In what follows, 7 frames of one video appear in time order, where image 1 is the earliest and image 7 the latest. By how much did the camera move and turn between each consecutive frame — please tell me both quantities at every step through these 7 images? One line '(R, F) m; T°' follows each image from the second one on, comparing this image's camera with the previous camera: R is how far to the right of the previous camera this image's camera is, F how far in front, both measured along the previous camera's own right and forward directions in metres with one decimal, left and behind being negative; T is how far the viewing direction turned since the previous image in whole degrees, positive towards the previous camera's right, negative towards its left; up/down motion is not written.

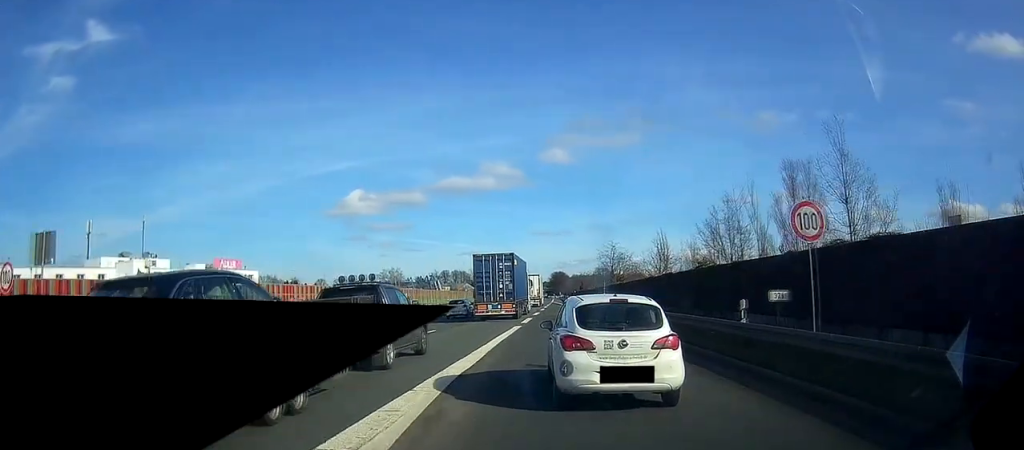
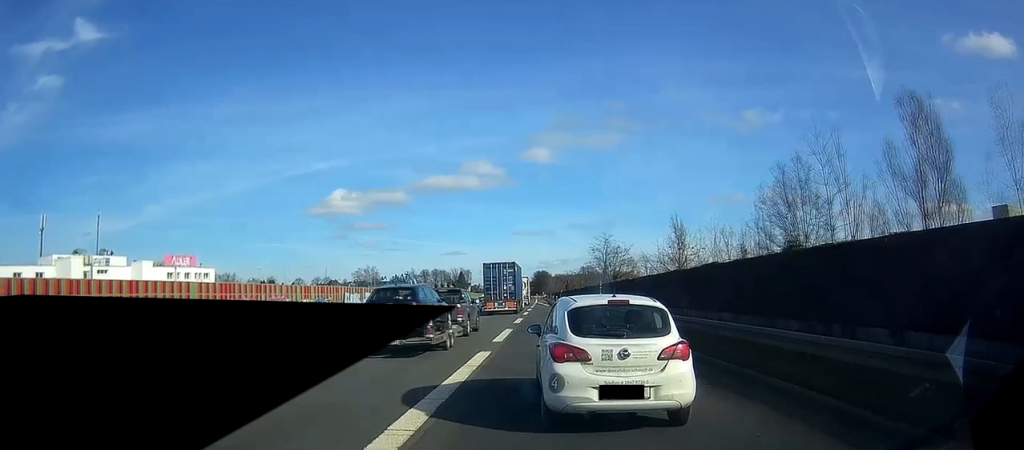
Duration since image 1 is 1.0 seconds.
(-0.1, +15.3) m; 0°
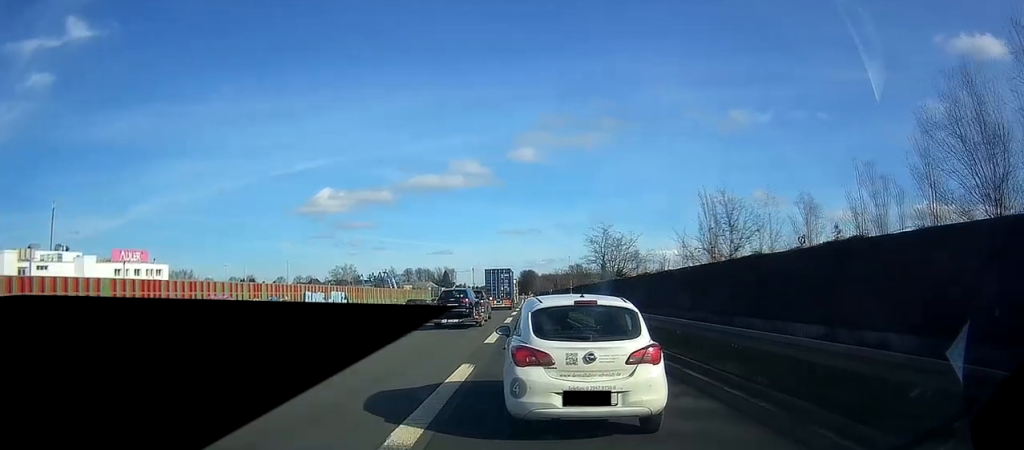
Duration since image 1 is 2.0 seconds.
(+0.2, +16.4) m; +4°
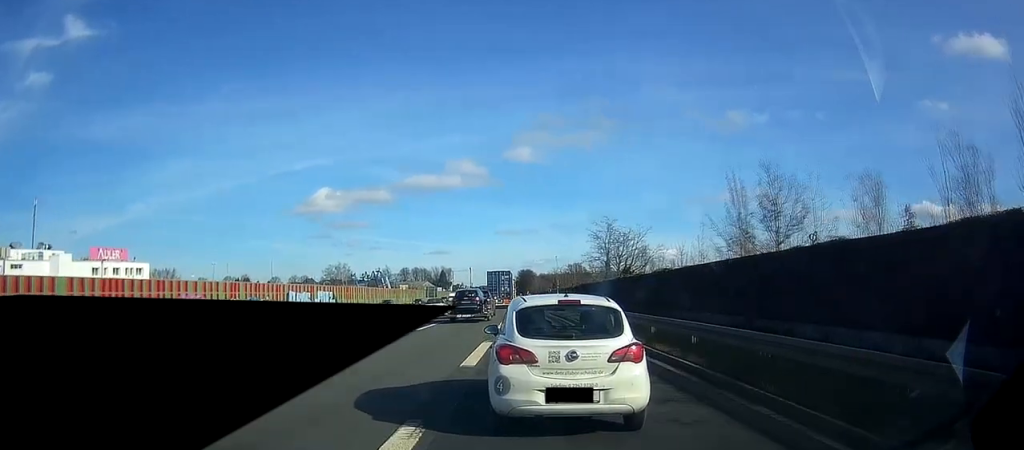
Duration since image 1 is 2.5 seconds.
(+0.3, +7.1) m; +2°
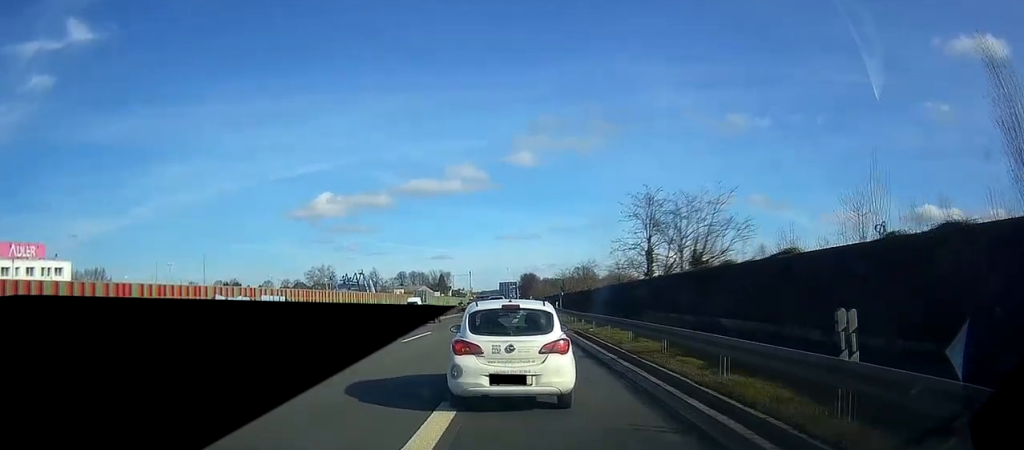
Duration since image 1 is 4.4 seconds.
(+0.4, +23.8) m; -1°
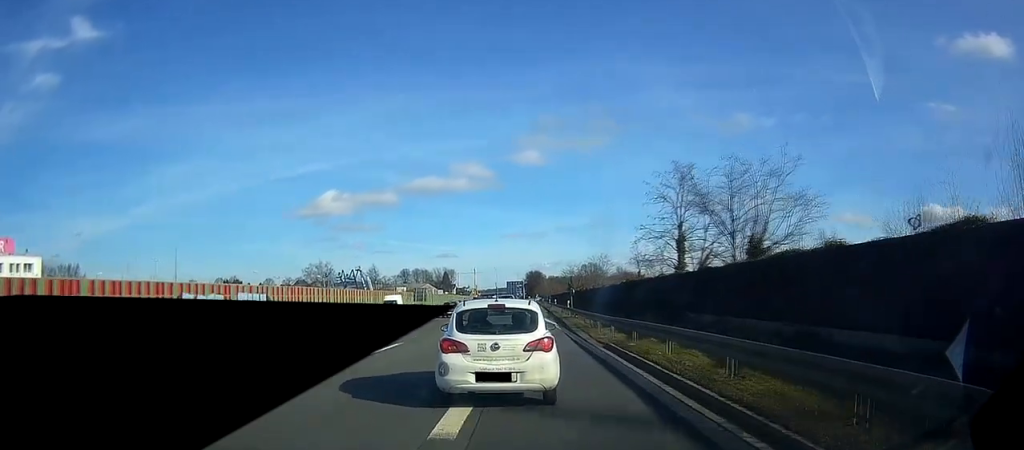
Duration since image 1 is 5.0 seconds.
(-0.2, +7.1) m; 0°
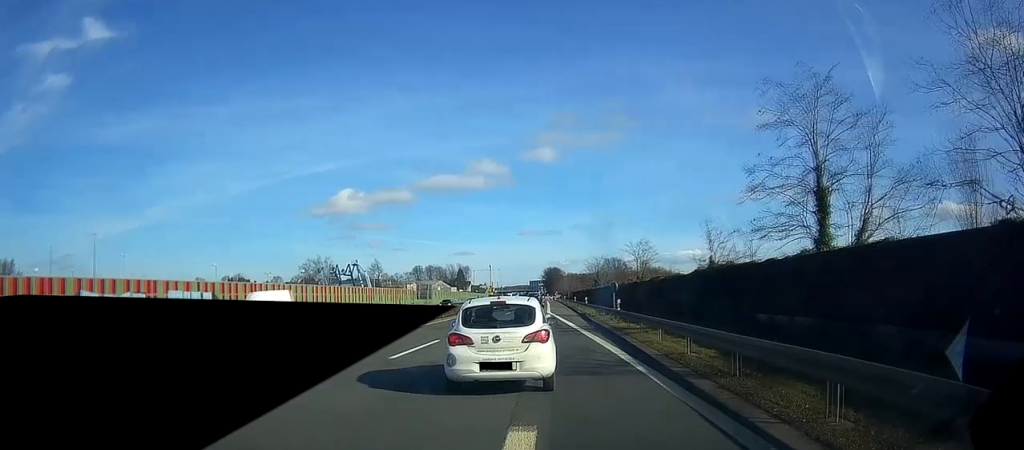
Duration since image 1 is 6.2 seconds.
(+0.2, +16.2) m; +1°
